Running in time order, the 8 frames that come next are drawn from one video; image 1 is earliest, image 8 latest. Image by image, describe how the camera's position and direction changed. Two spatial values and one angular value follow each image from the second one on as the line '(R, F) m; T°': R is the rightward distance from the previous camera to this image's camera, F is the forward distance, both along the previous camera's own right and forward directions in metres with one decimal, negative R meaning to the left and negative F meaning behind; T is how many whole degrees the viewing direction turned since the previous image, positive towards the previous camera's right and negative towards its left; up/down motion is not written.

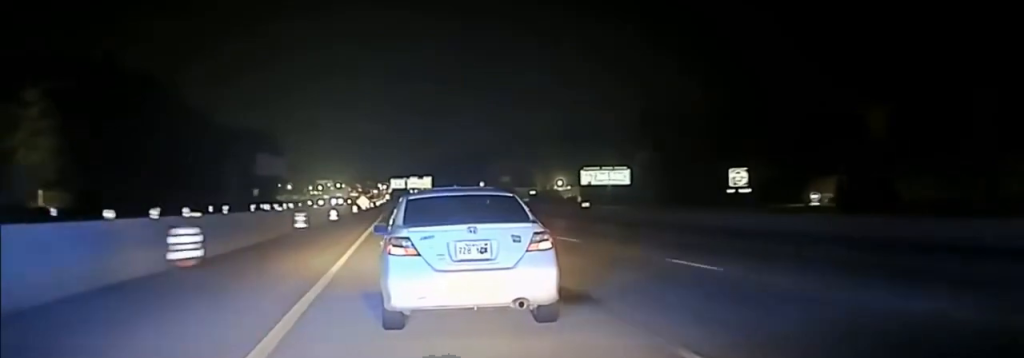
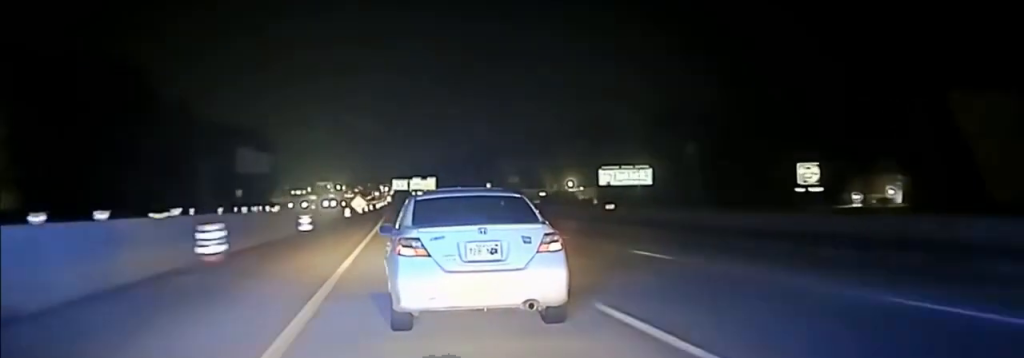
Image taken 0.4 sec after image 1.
(+0.2, +21.7) m; 0°
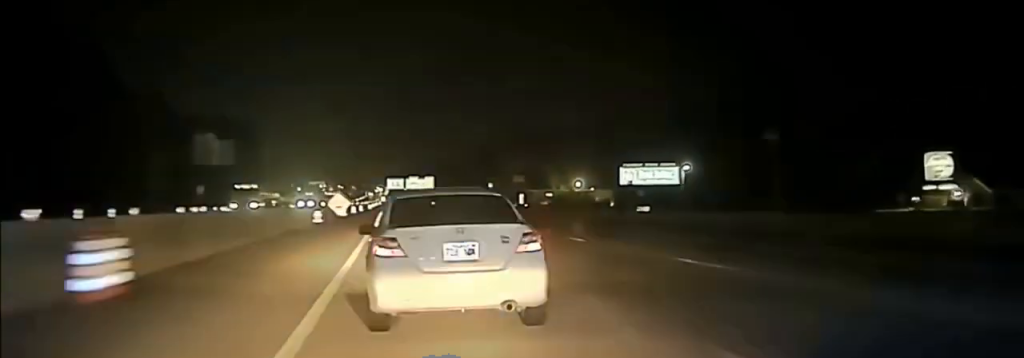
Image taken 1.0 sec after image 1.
(-0.1, +27.1) m; 0°
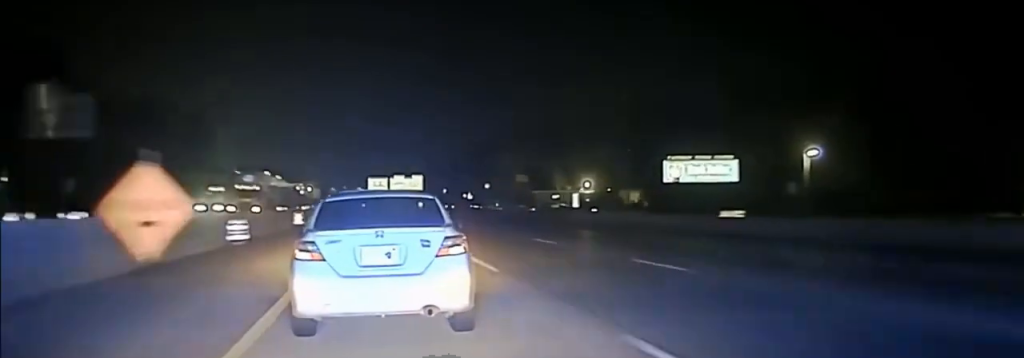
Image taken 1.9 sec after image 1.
(-0.3, +50.5) m; 0°
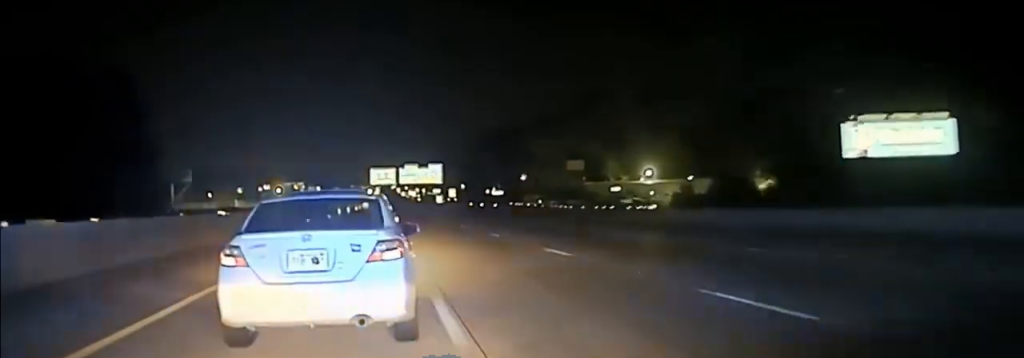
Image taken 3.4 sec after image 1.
(+0.6, +71.6) m; +1°
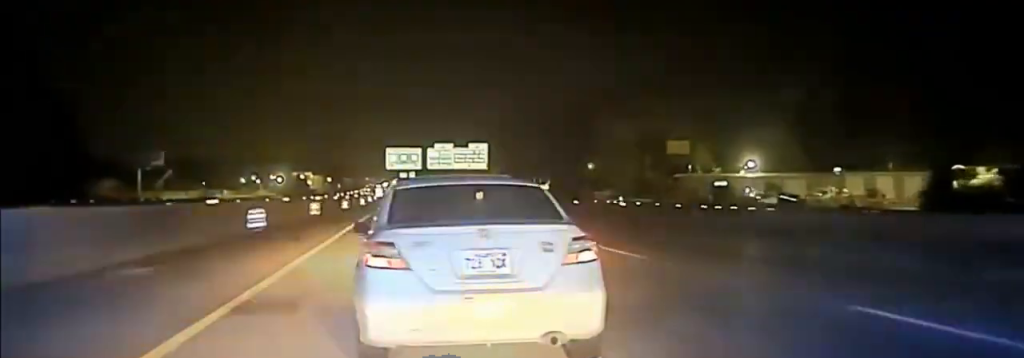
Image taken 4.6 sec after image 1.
(+0.1, +58.1) m; -1°
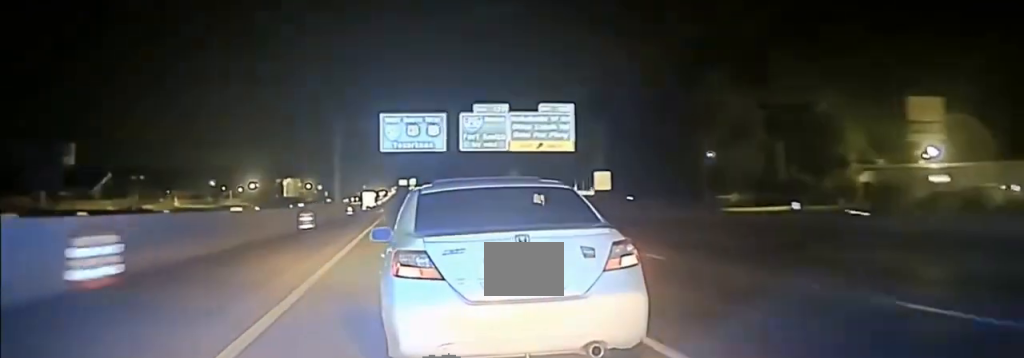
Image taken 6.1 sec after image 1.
(-1.1, +69.3) m; 0°
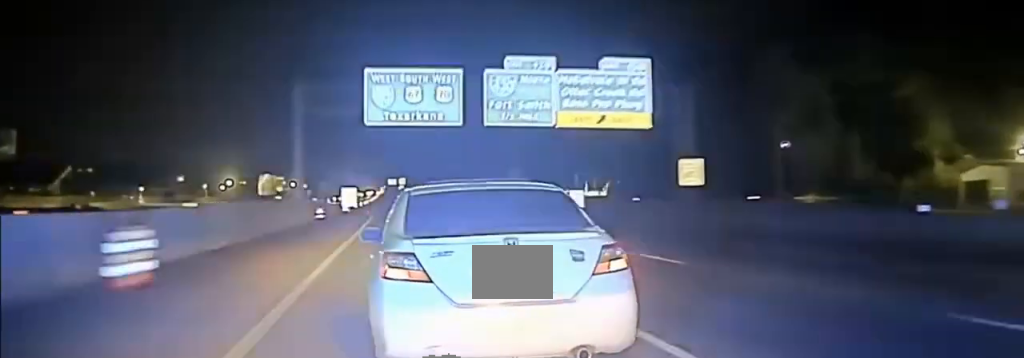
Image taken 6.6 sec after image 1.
(+0.4, +25.2) m; 0°
